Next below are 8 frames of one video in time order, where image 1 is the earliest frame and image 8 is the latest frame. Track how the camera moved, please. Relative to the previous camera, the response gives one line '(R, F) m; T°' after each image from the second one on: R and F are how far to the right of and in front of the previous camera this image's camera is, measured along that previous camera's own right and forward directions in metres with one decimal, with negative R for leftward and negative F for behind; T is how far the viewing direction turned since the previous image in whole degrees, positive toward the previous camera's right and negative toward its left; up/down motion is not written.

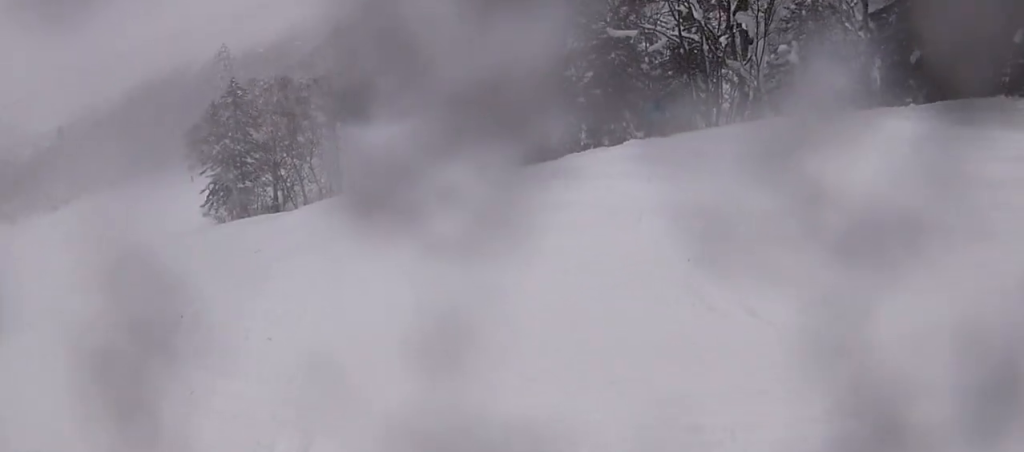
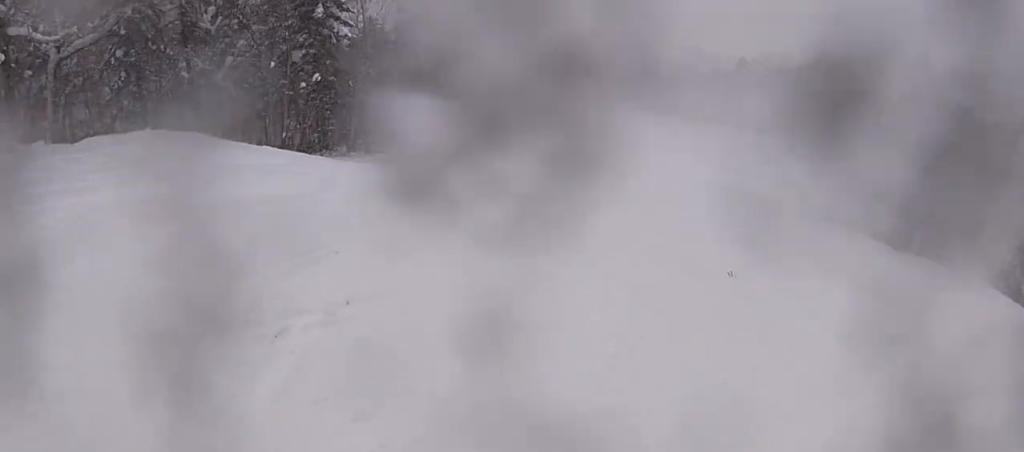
(-0.8, +4.6) m; -53°
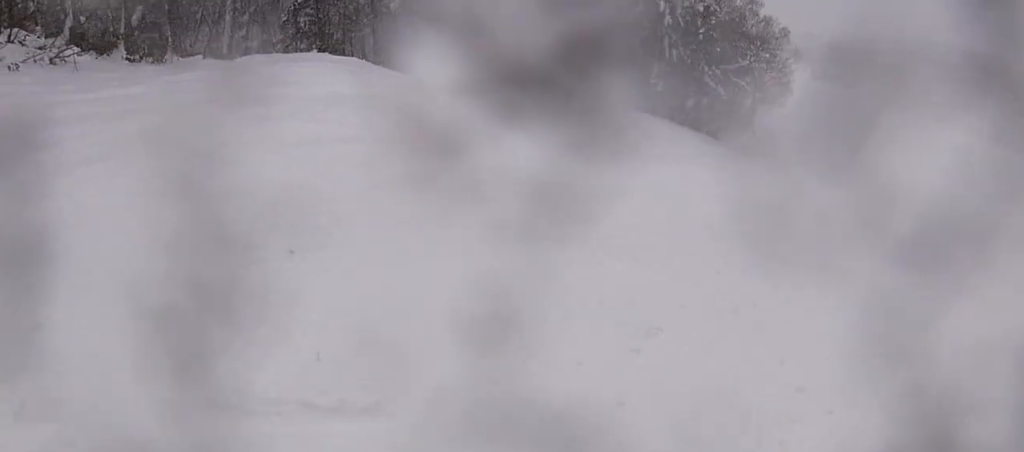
(-1.7, +2.8) m; -23°
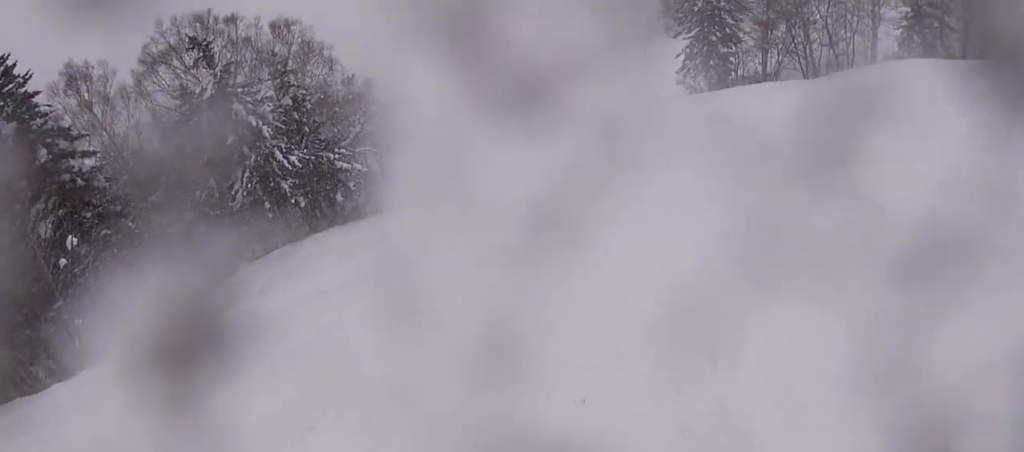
(+1.5, +8.4) m; +30°
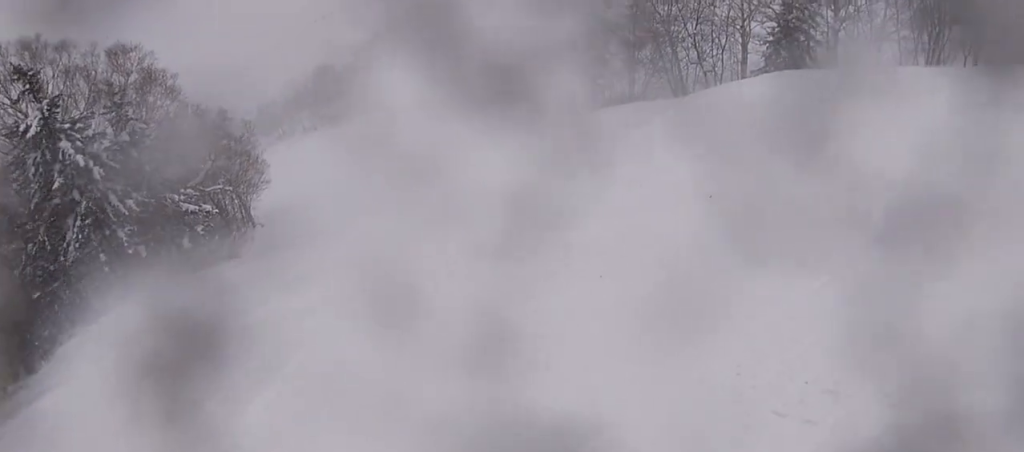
(+0.7, +2.5) m; +11°
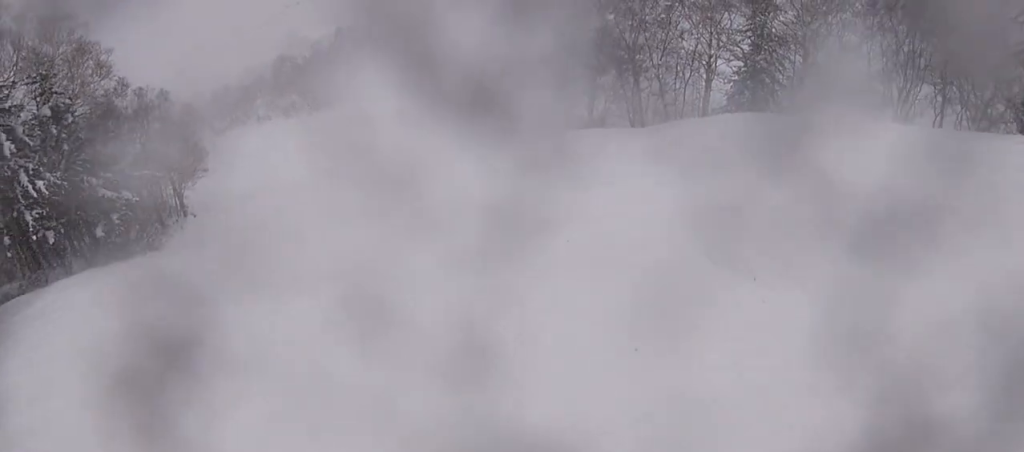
(+0.3, +2.6) m; +2°
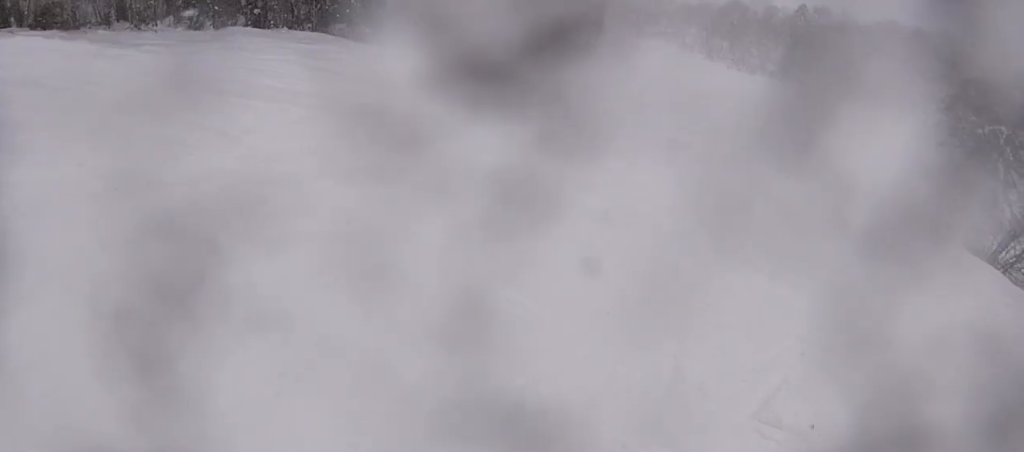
(-1.0, +5.6) m; -37°
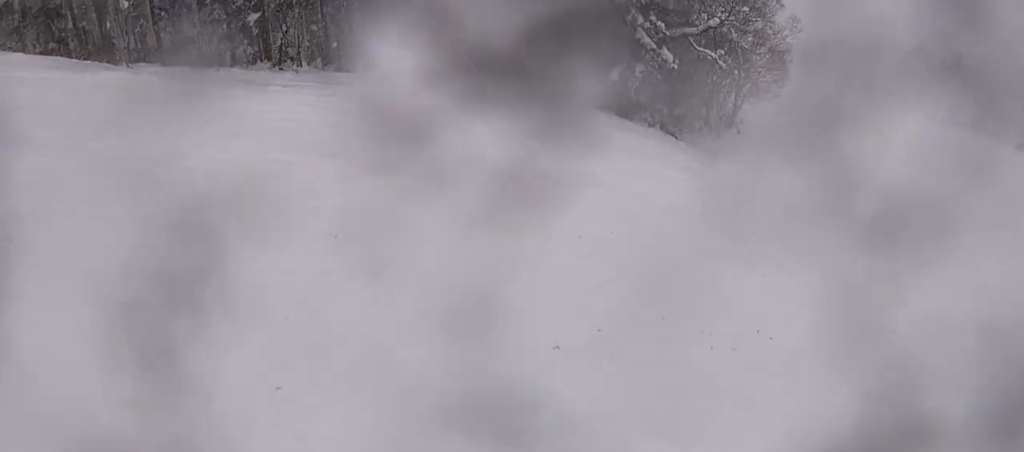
(-1.2, +3.5) m; -22°
